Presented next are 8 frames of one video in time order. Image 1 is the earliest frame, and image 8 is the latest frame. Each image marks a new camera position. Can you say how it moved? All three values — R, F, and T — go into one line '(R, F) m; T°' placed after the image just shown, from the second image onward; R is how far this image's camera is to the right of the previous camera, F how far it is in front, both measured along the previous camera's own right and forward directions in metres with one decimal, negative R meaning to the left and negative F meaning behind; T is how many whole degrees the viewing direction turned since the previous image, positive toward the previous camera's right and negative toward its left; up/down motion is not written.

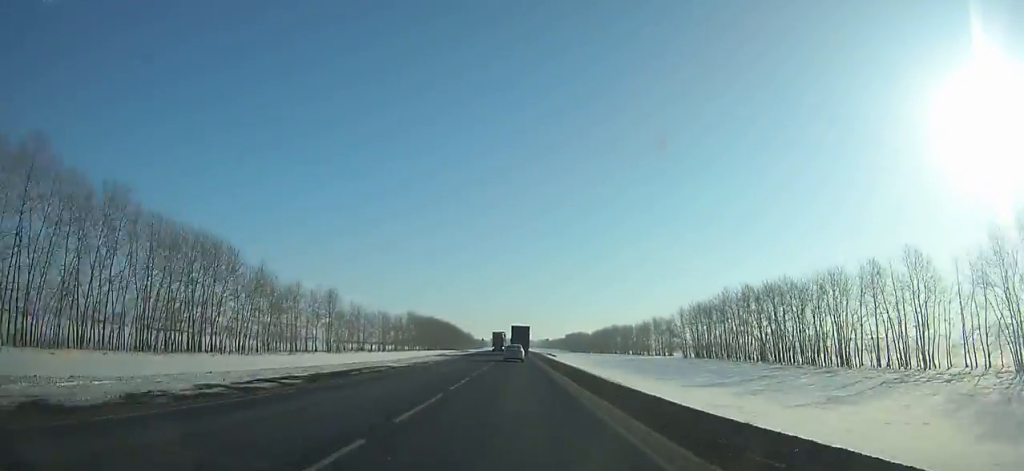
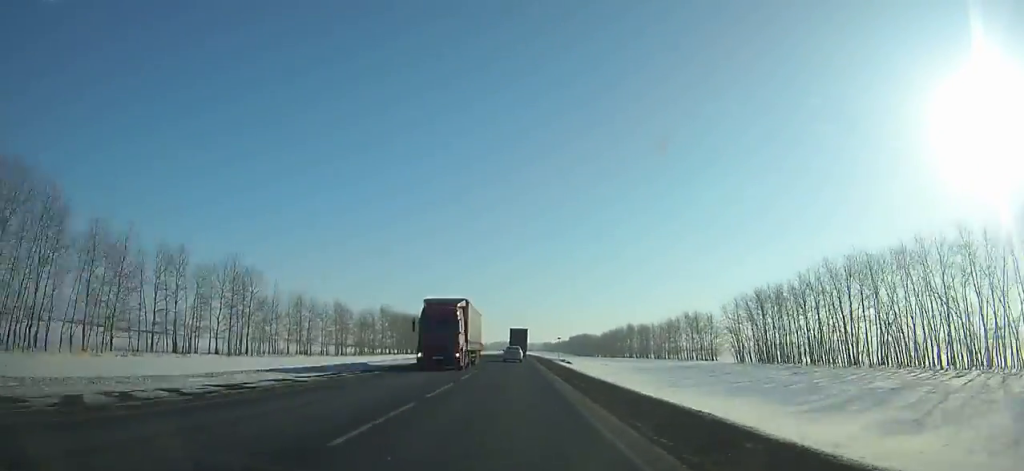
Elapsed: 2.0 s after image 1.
(0.0, +42.2) m; 0°
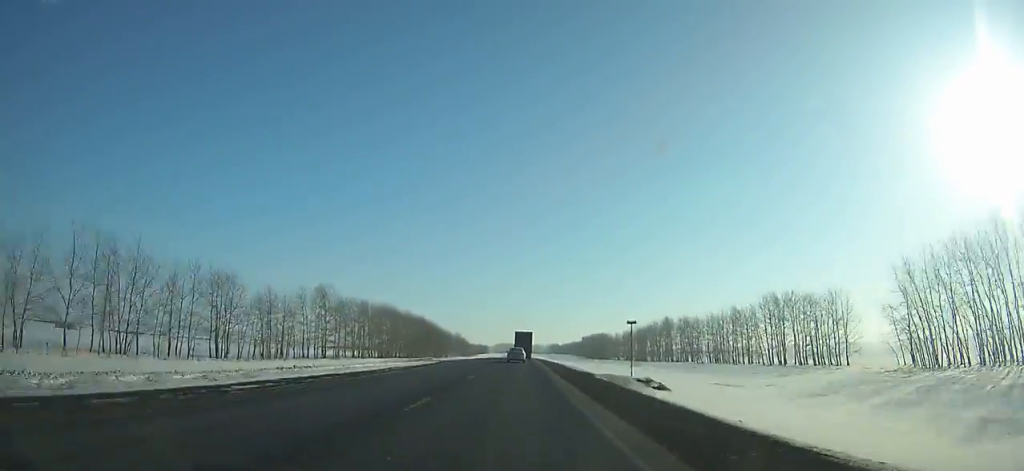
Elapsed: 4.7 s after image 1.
(-0.1, +58.4) m; 0°
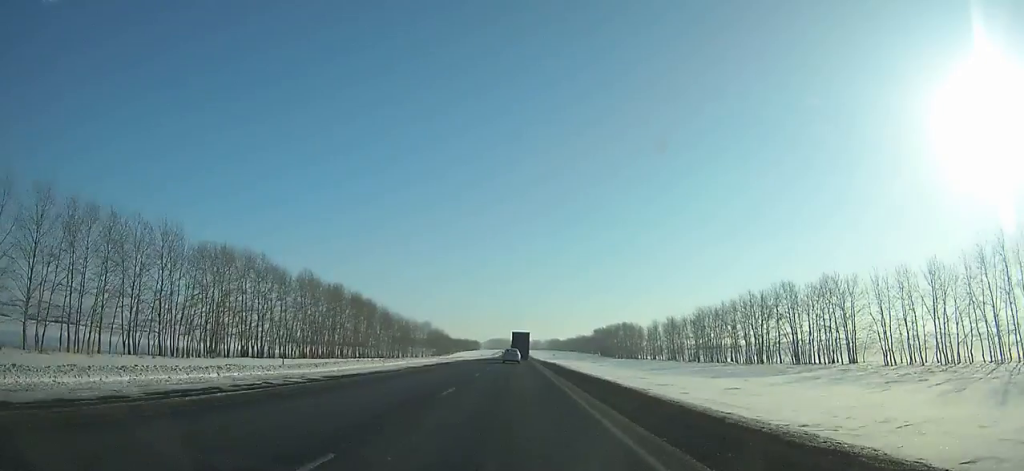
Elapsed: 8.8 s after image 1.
(+0.1, +92.0) m; 0°
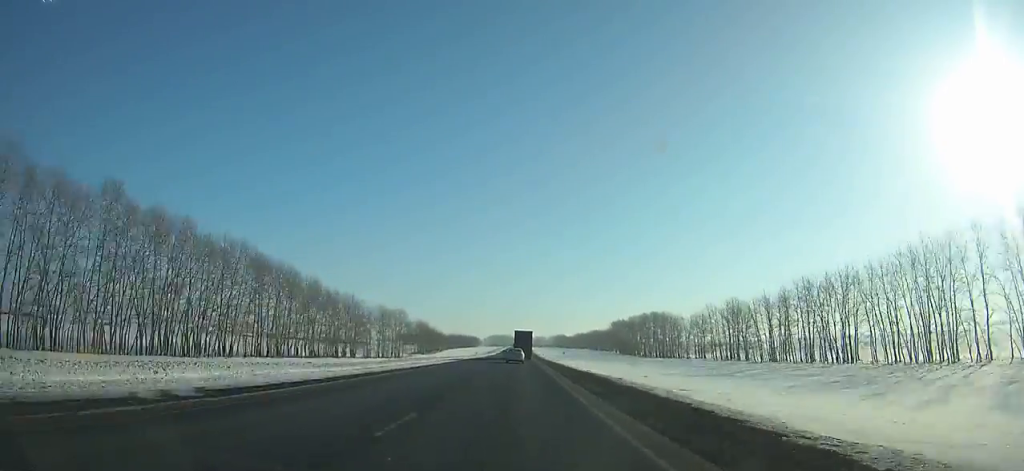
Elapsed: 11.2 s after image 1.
(+0.1, +55.6) m; 0°
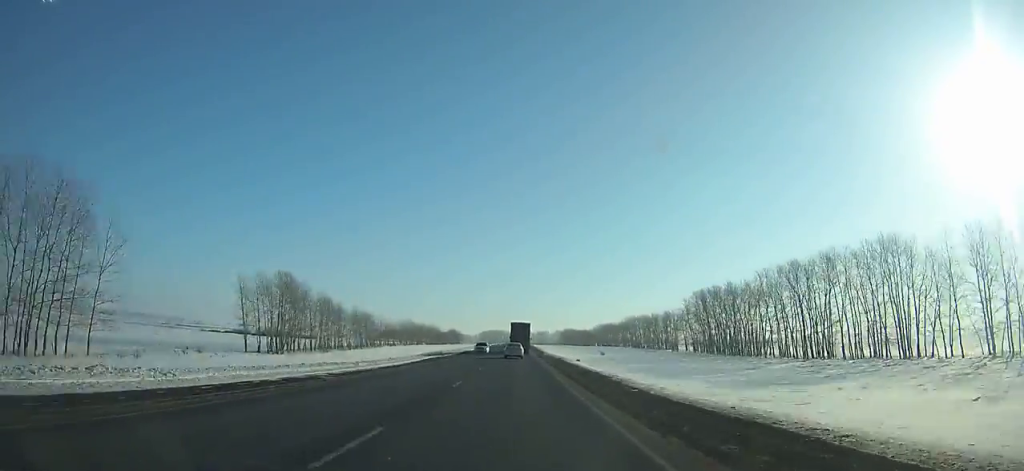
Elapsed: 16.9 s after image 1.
(+0.1, +133.4) m; 0°
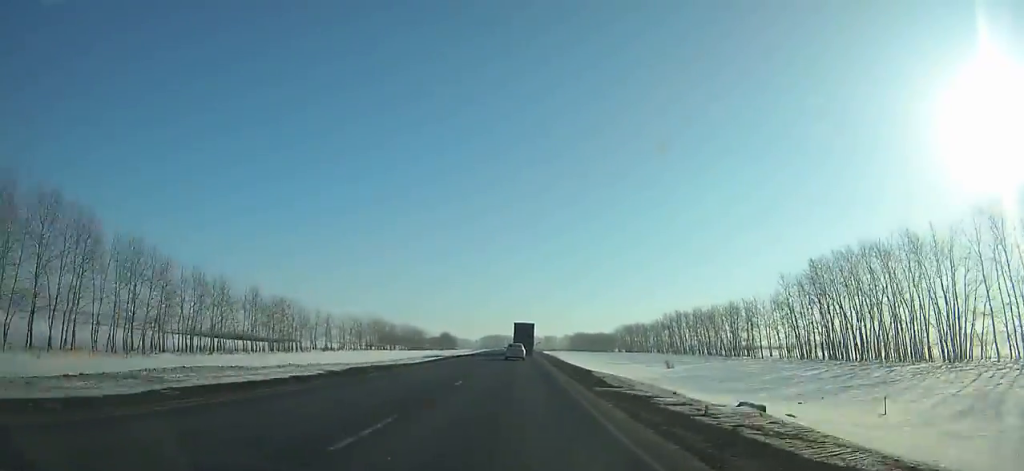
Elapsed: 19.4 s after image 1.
(-0.1, +58.1) m; 0°
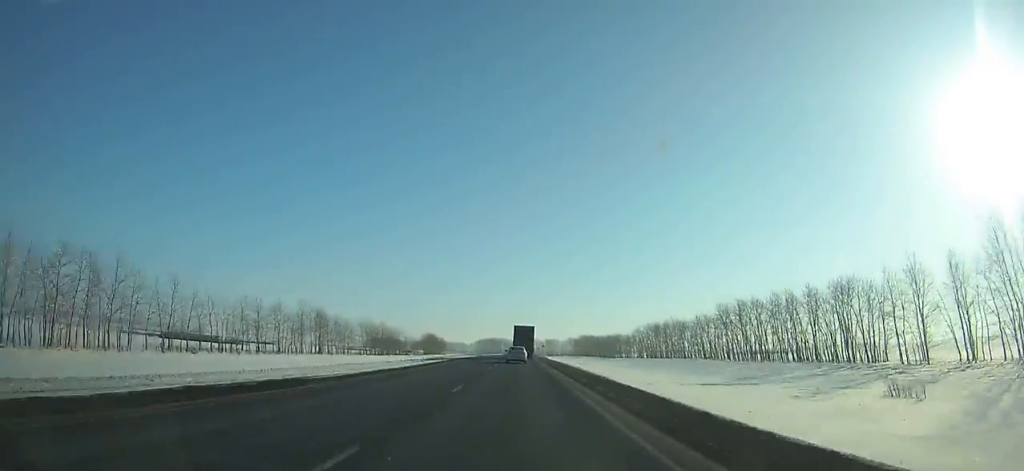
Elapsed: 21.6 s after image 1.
(-0.1, +50.5) m; 0°
